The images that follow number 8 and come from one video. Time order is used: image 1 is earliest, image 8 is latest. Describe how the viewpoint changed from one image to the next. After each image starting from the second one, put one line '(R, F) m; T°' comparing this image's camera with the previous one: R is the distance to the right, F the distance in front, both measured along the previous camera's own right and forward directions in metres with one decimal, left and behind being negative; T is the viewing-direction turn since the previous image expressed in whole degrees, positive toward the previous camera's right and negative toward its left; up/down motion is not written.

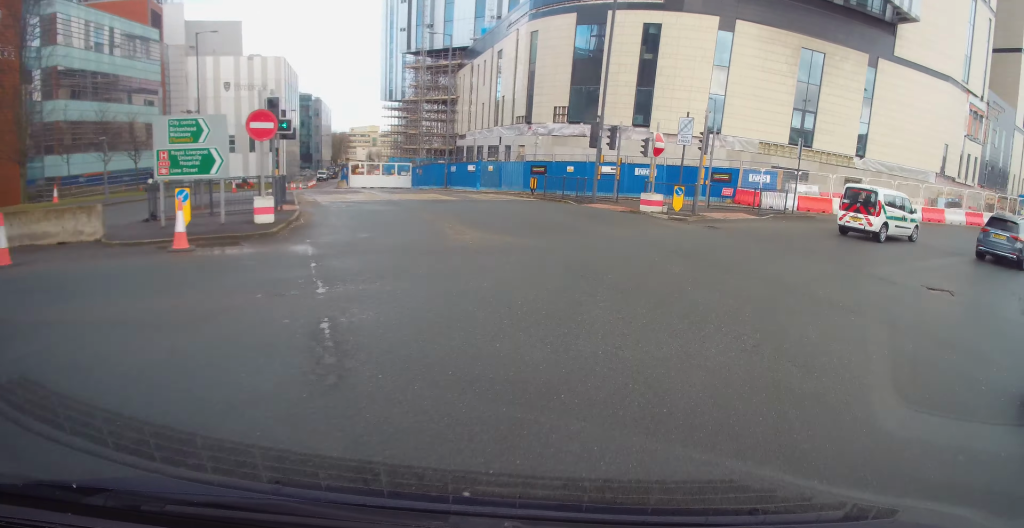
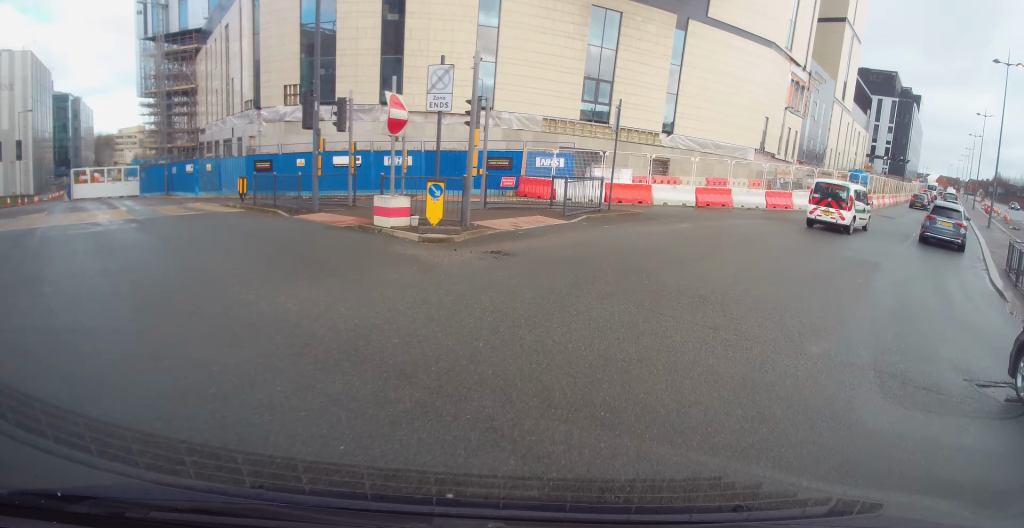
(+1.1, +9.1) m; +18°
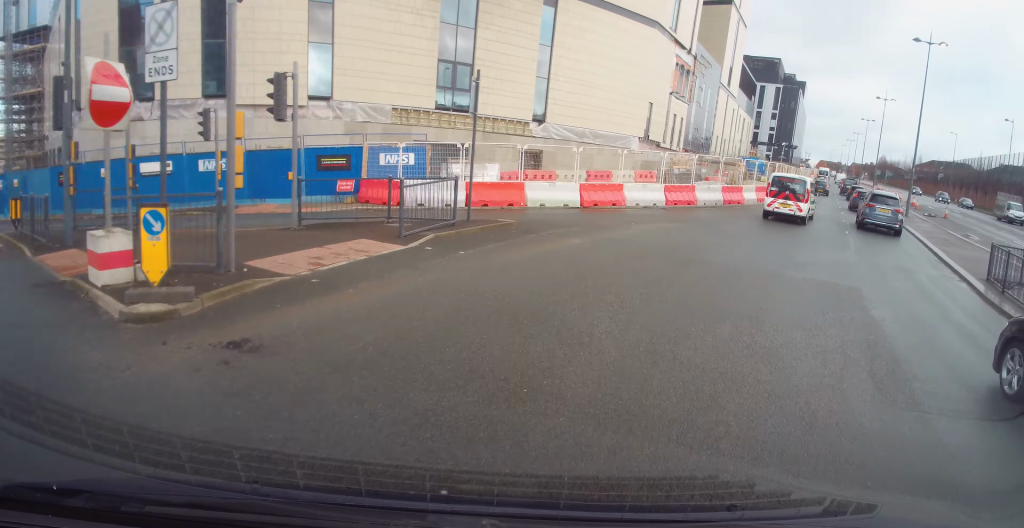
(+1.0, +5.9) m; +10°
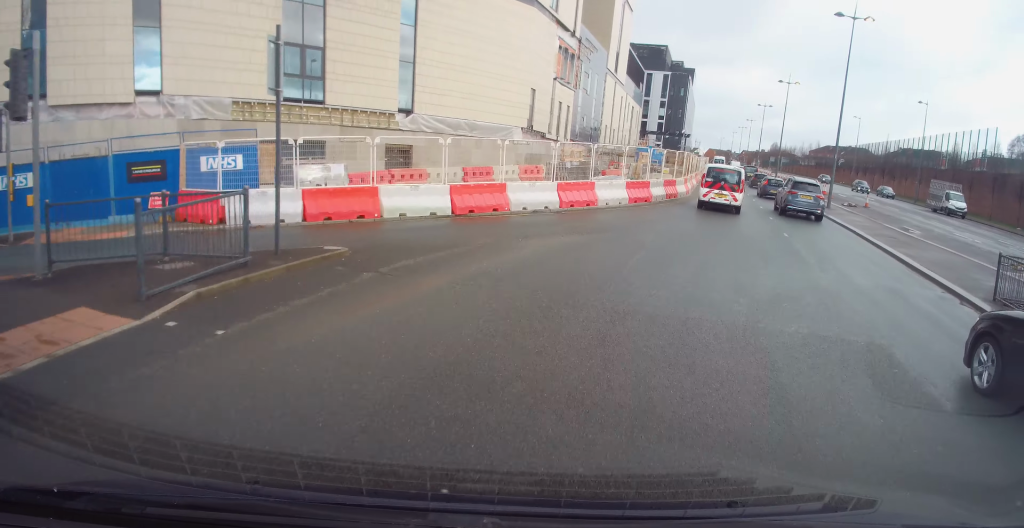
(+0.3, +5.2) m; +8°
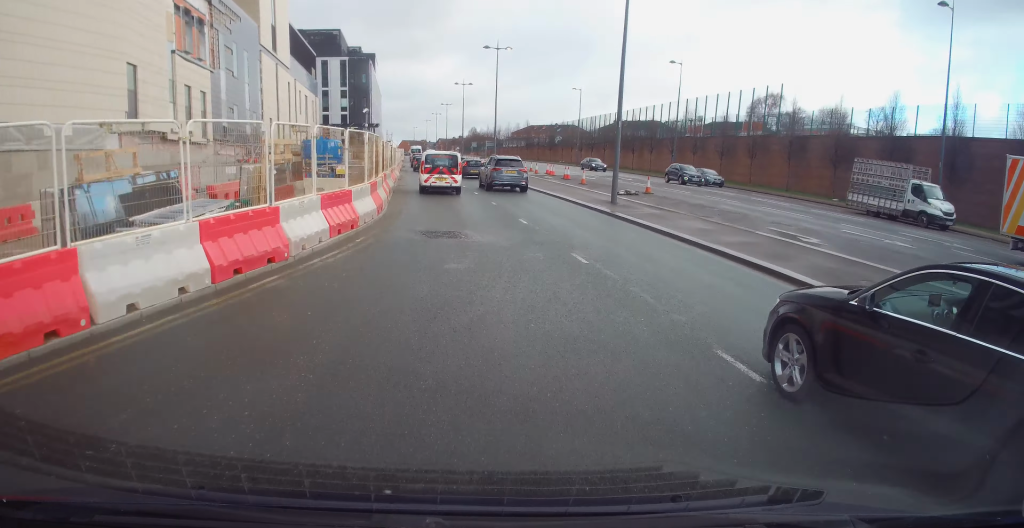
(+2.4, +14.4) m; +17°
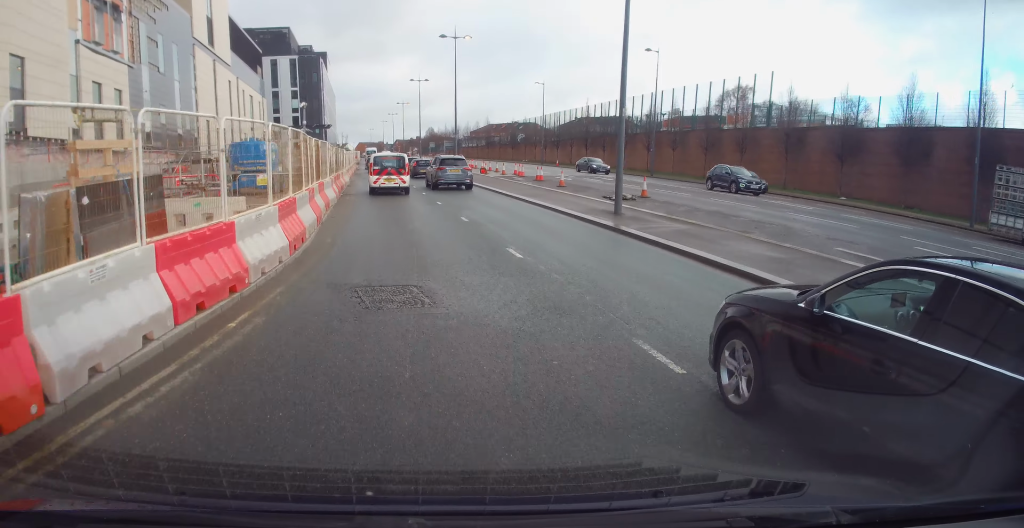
(+0.3, +5.2) m; +5°
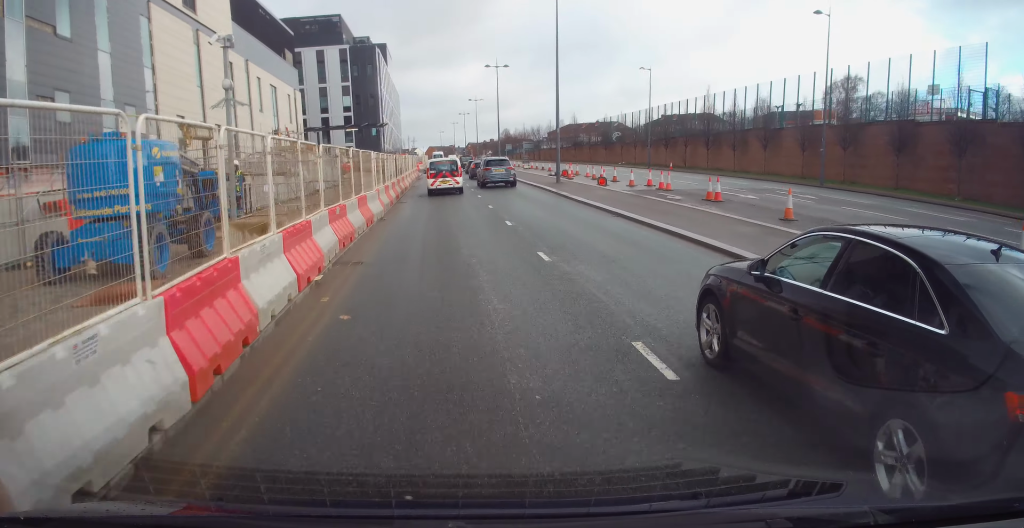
(+2.2, +16.8) m; +9°
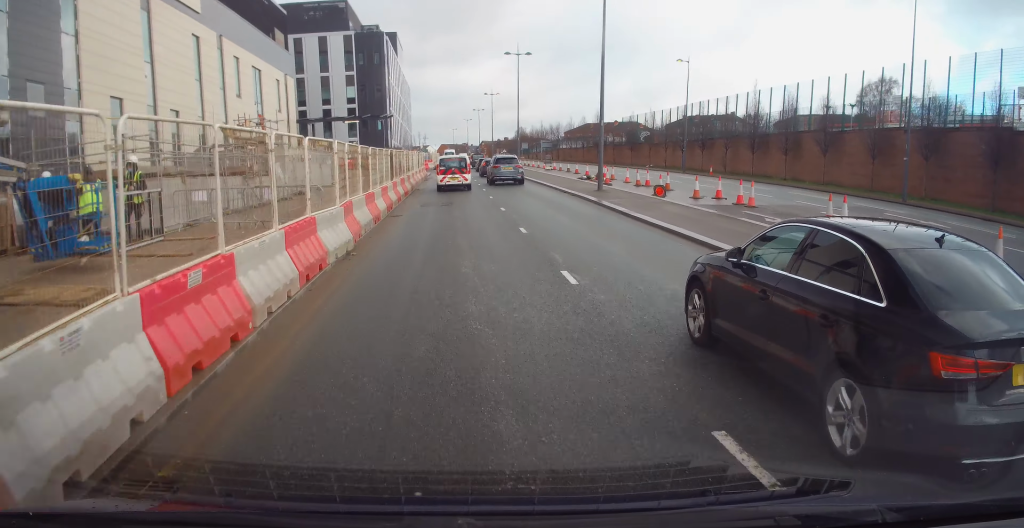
(-0.5, +7.8) m; -2°
